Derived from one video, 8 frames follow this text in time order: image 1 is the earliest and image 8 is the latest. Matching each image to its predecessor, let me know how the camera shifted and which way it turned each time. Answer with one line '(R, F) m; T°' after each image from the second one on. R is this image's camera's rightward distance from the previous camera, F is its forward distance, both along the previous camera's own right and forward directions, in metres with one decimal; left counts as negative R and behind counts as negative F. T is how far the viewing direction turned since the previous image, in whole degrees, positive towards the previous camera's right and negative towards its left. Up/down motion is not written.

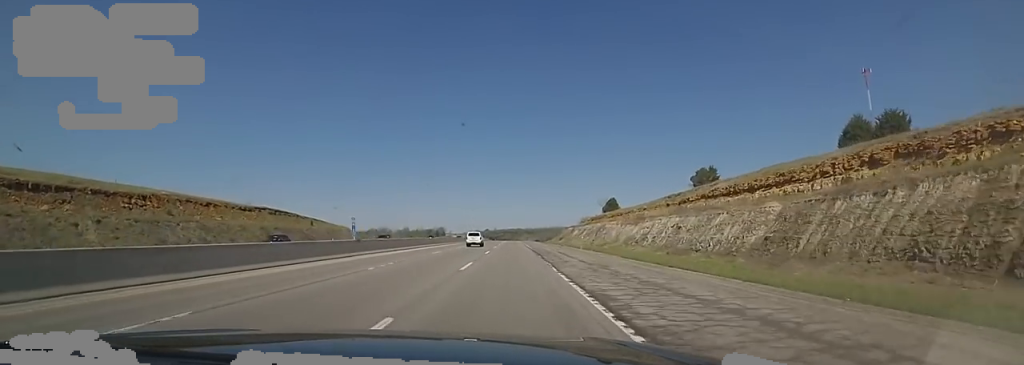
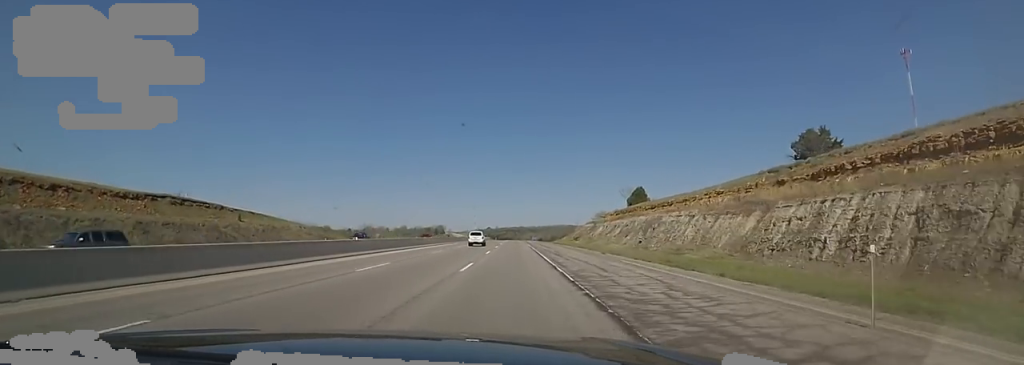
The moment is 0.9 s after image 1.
(-0.4, +31.6) m; 0°
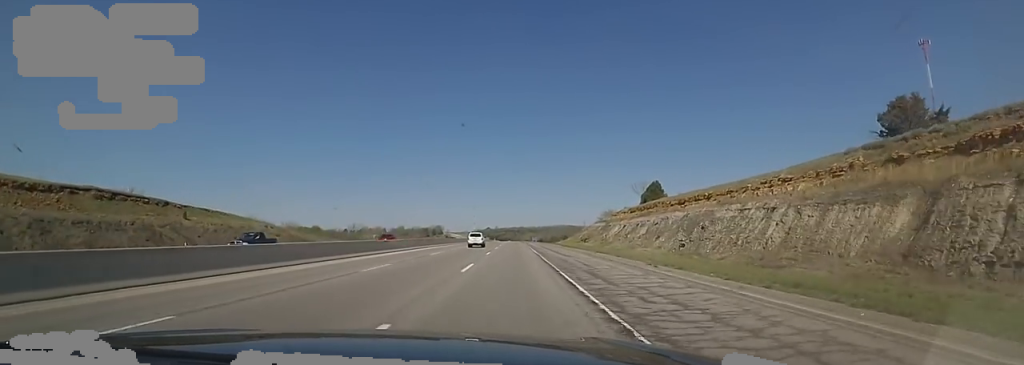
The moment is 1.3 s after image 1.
(+0.7, +14.6) m; 0°
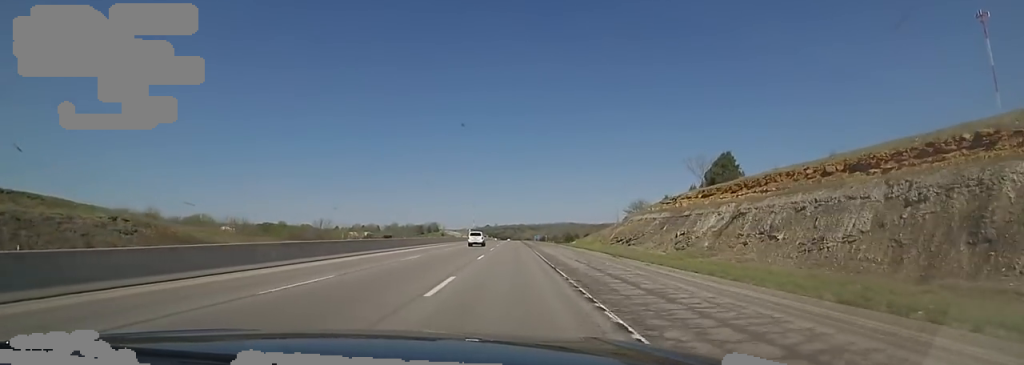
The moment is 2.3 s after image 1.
(-0.9, +37.8) m; -2°
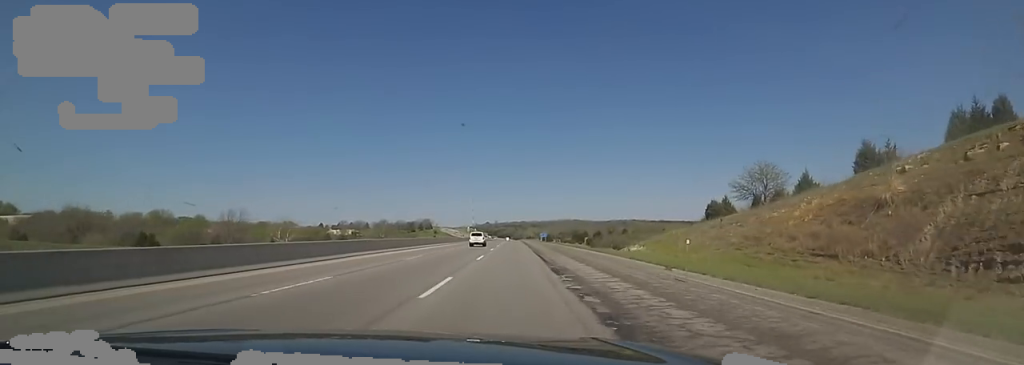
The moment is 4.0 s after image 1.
(+0.9, +61.0) m; +2°
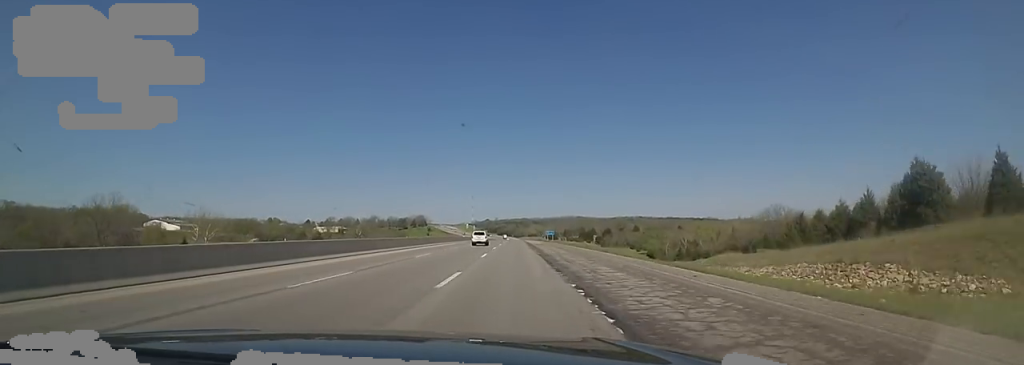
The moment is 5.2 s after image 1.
(-0.2, +45.0) m; 0°
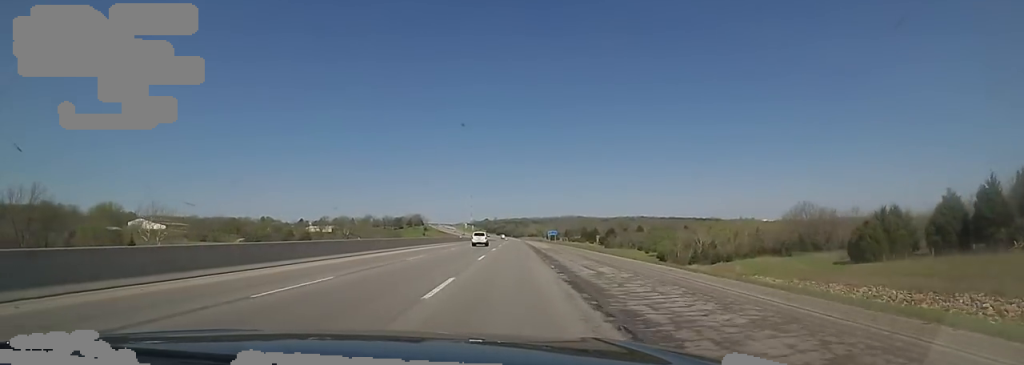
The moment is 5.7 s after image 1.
(-0.4, +17.0) m; 0°
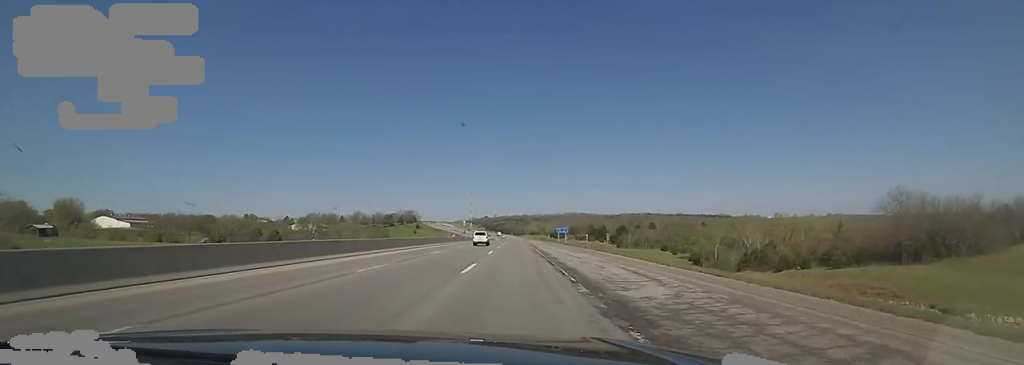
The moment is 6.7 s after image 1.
(+1.2, +38.9) m; -1°
